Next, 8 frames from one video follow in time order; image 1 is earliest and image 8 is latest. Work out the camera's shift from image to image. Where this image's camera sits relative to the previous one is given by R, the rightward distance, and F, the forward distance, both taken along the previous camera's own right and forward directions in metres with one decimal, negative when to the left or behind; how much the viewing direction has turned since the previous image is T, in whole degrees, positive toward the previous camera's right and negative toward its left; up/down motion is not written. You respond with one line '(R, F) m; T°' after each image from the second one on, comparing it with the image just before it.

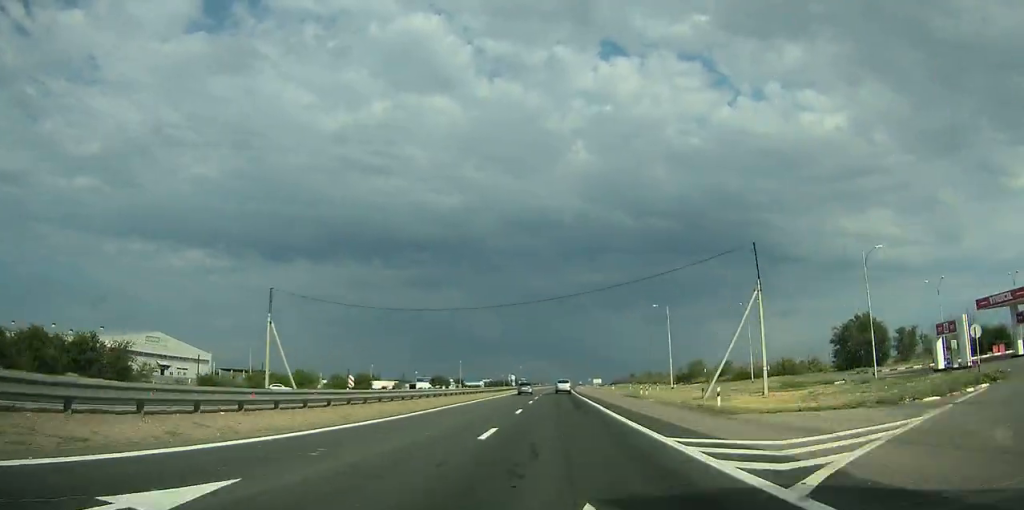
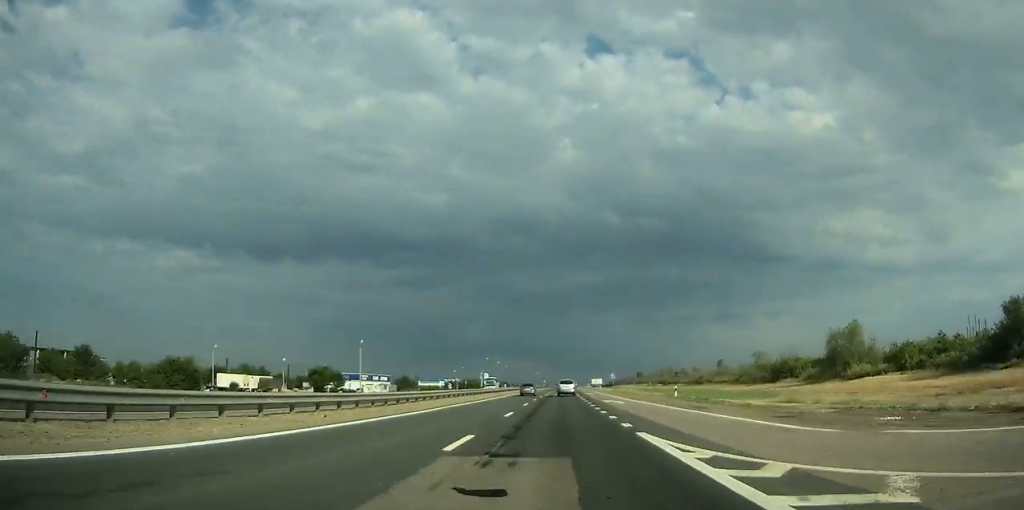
(+0.9, +96.1) m; +1°
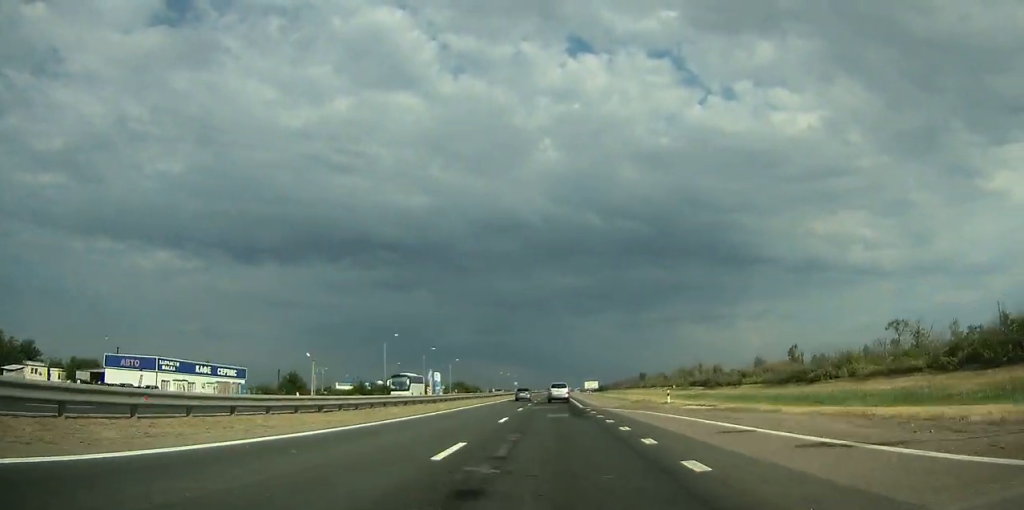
(+0.8, +82.3) m; +1°
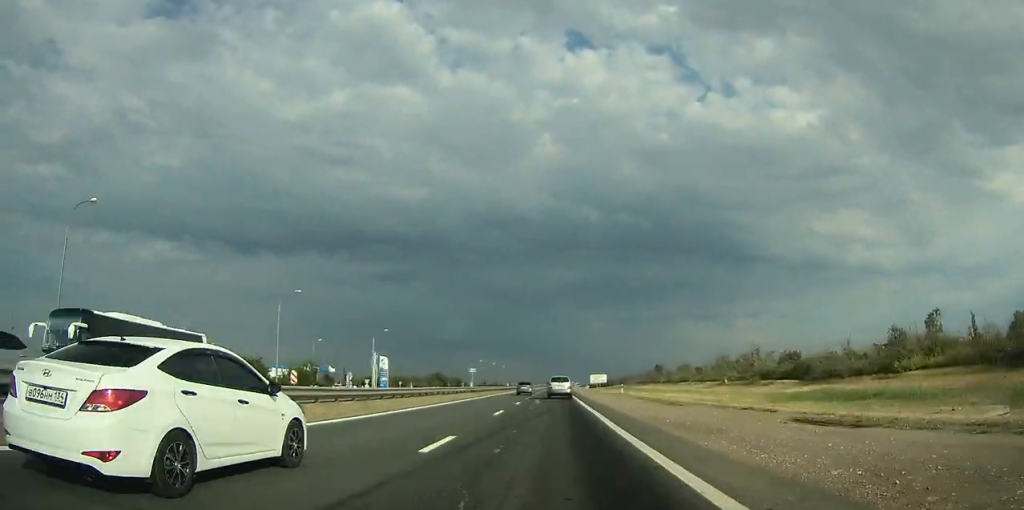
(+0.3, +61.1) m; 0°
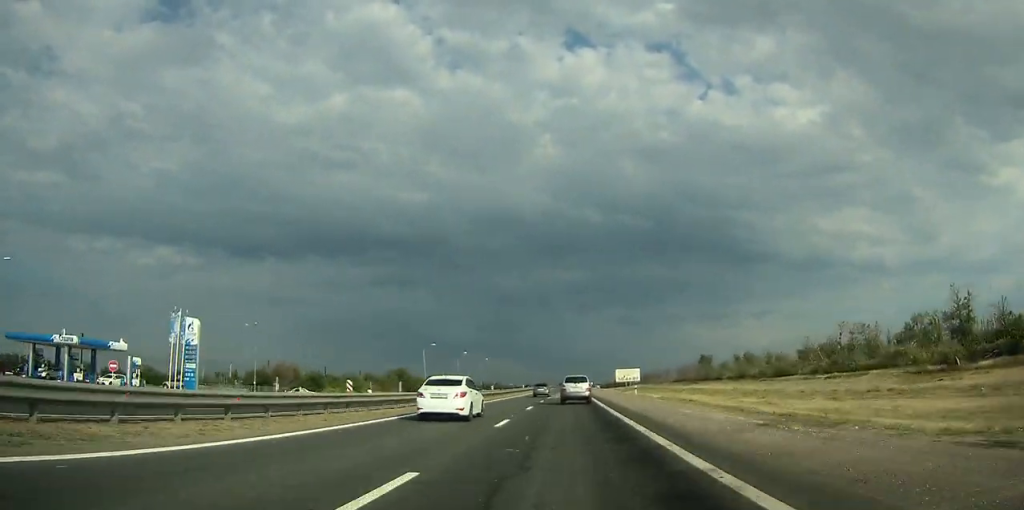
(-0.1, +79.3) m; 0°
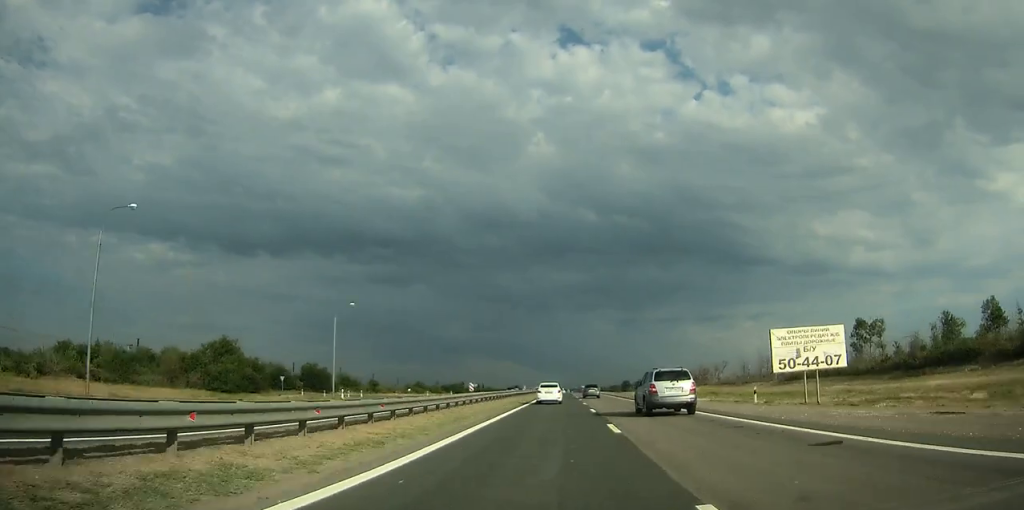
(-0.1, +111.0) m; 0°
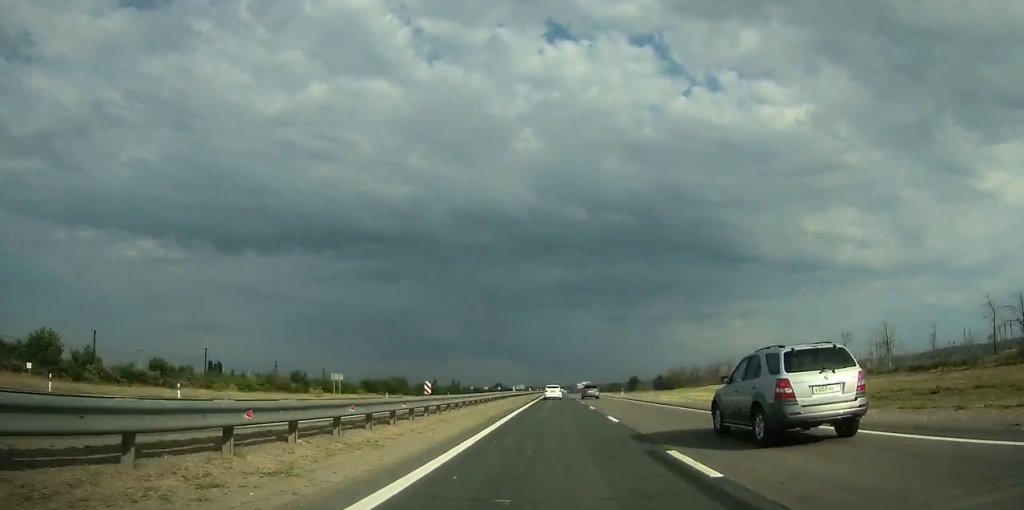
(+0.5, +89.3) m; +1°
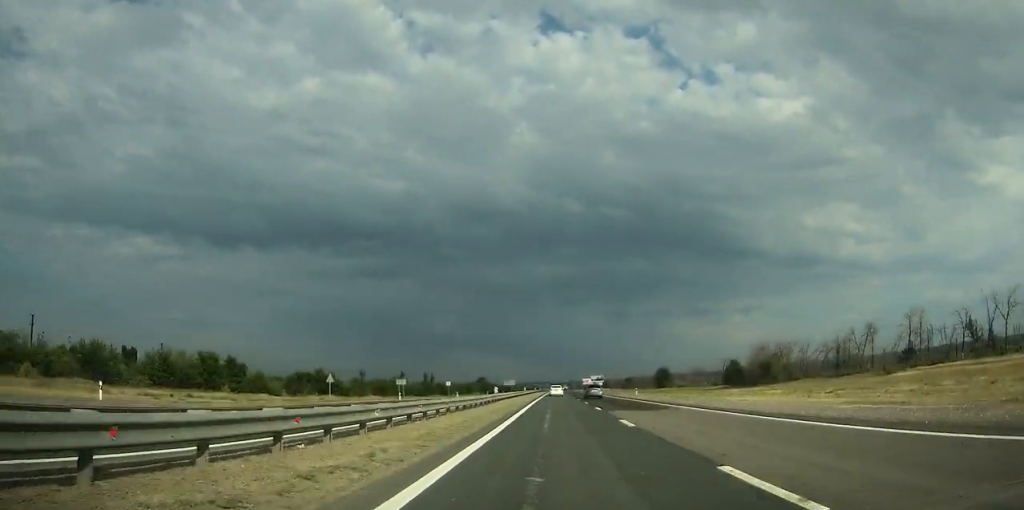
(+0.5, +96.1) m; +1°
